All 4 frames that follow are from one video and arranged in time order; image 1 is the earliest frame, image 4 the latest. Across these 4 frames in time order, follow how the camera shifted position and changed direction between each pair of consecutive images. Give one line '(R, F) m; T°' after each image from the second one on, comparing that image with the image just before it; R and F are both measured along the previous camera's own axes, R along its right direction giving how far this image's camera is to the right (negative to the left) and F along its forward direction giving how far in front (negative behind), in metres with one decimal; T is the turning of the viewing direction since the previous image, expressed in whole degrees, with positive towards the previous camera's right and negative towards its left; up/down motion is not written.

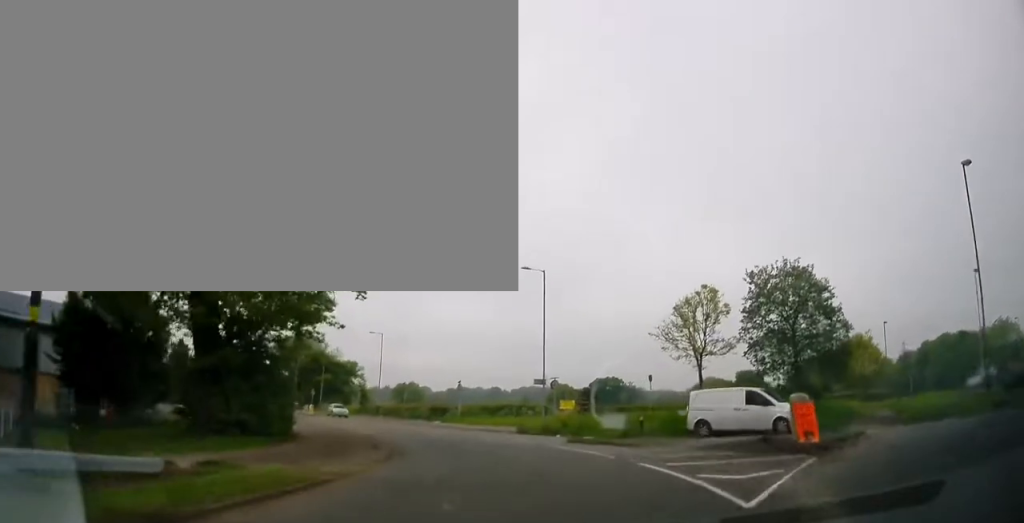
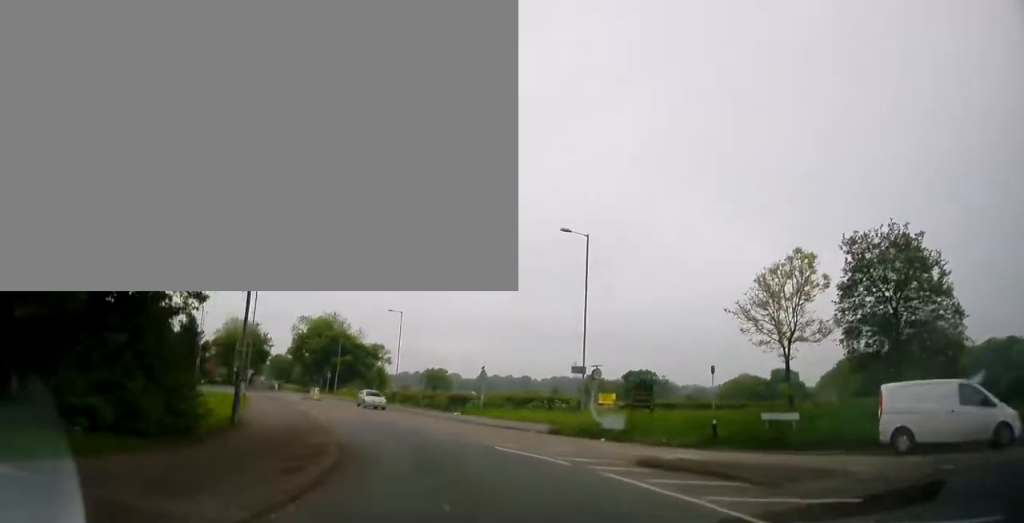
(+0.3, +7.0) m; -2°
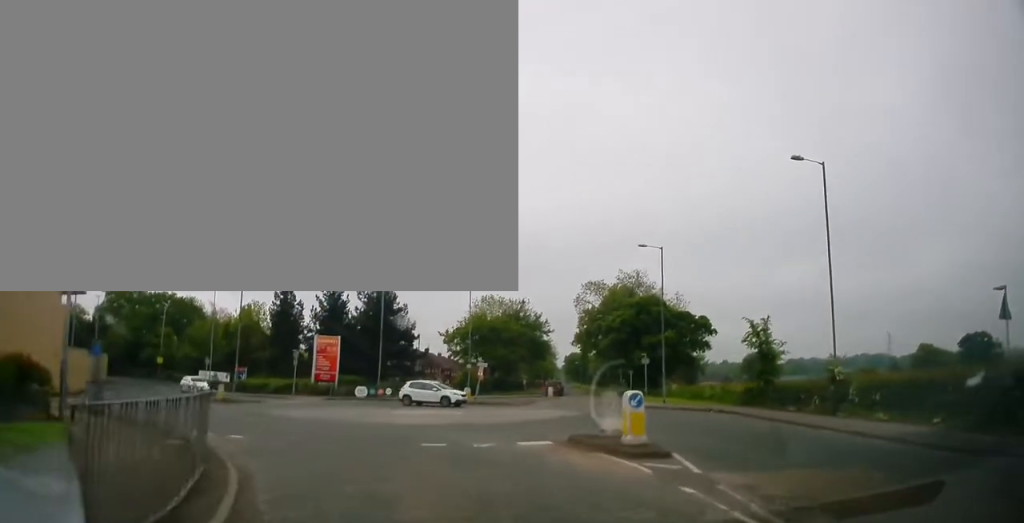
(-13.8, +40.4) m; -26°
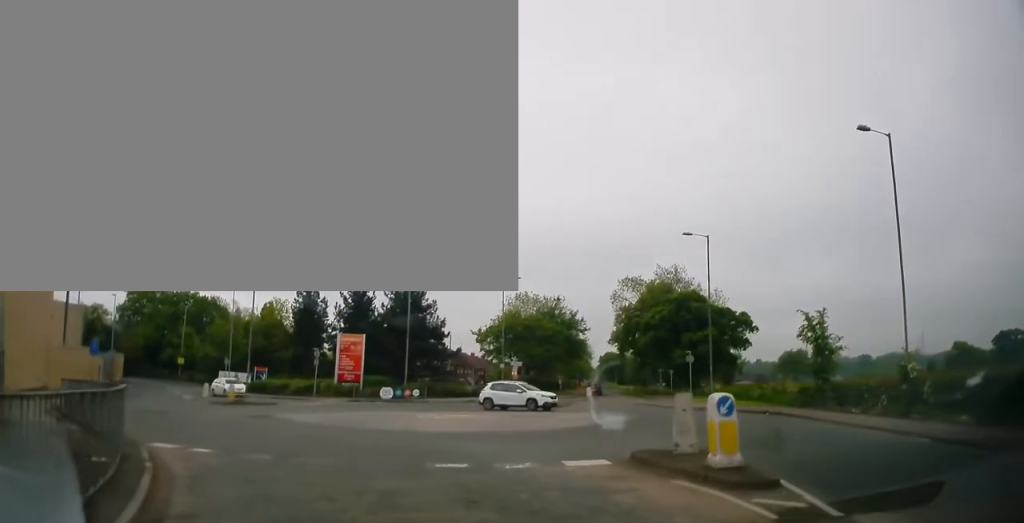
(0.0, +3.2) m; -4°
